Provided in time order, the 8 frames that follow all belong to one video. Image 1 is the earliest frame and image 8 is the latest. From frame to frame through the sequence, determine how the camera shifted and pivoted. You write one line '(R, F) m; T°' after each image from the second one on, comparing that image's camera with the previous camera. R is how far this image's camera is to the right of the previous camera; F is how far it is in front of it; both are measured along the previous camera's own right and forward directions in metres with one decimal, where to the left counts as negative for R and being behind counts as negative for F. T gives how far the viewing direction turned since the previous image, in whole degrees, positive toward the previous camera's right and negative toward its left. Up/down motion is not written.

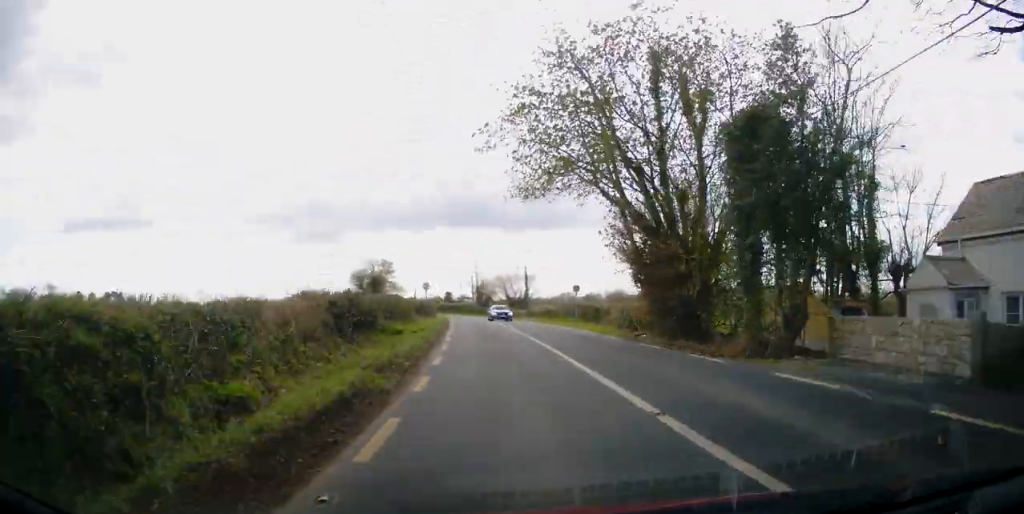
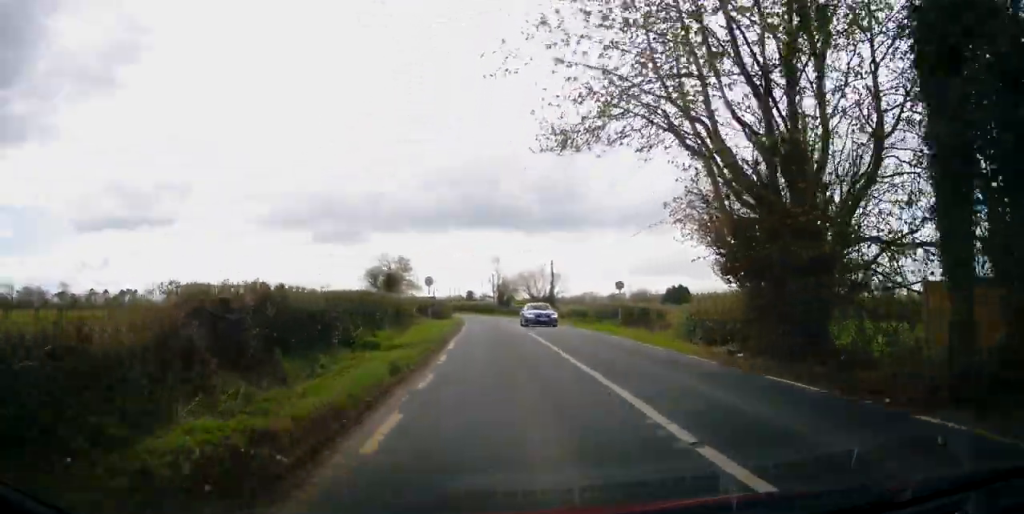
(-0.1, +7.3) m; -2°
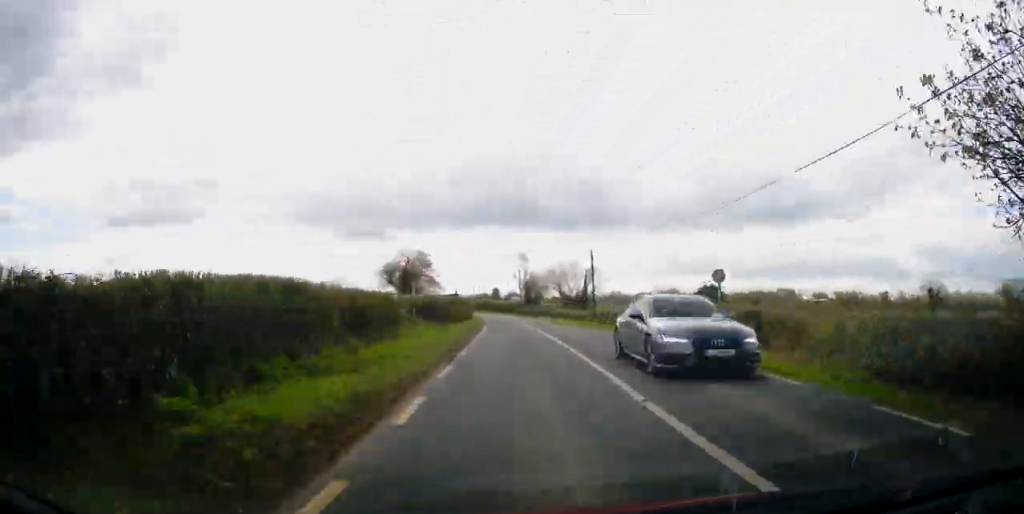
(-0.3, +10.4) m; -2°
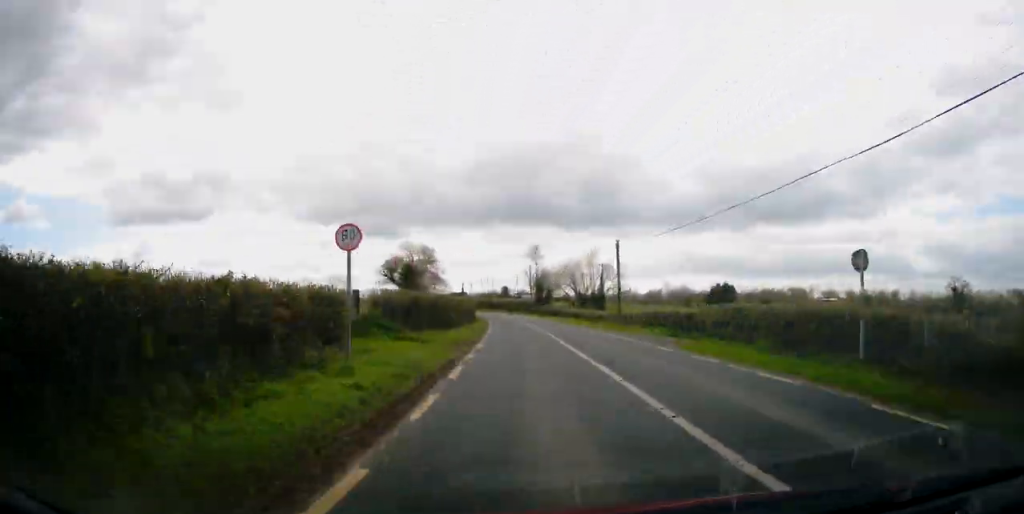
(-0.1, +7.3) m; -1°
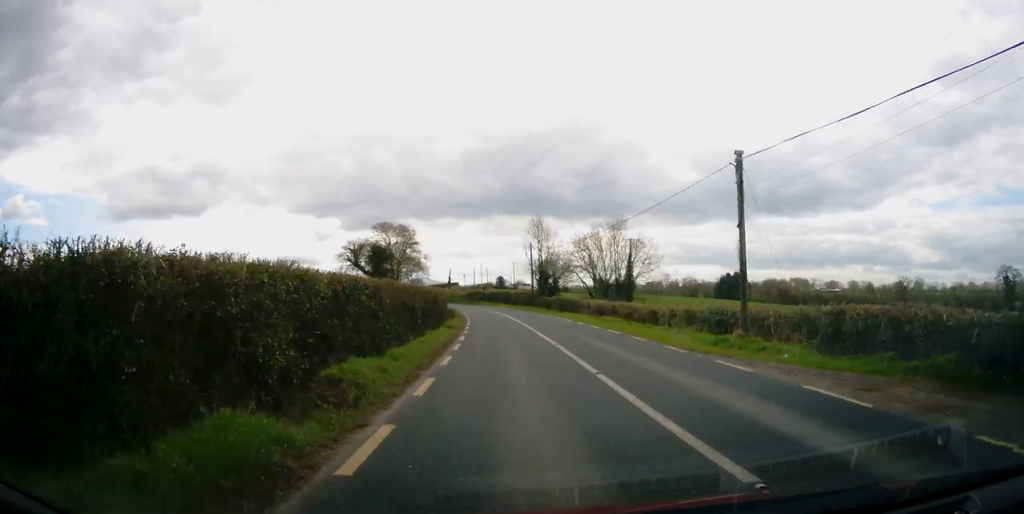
(-0.5, +21.1) m; -2°
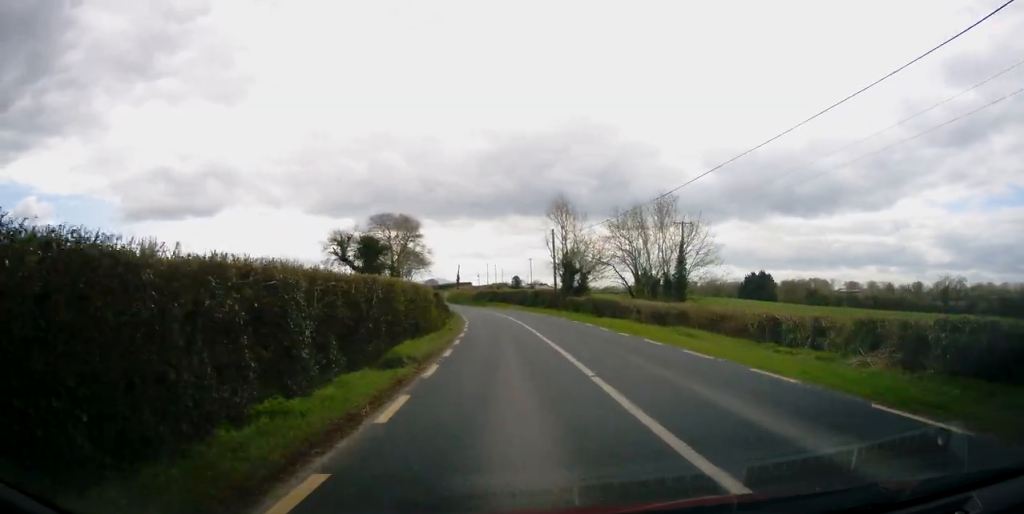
(-0.1, +13.4) m; -1°
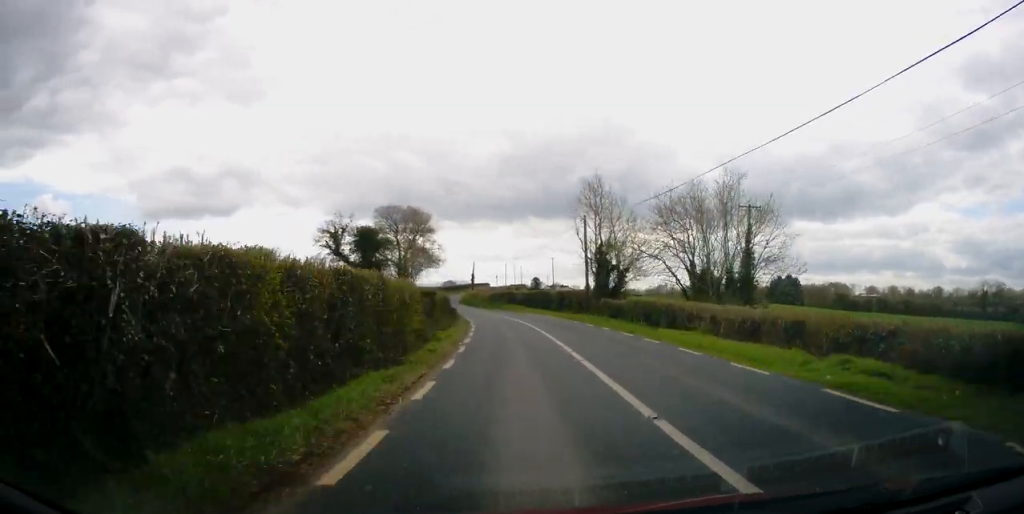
(0.0, +10.0) m; -1°
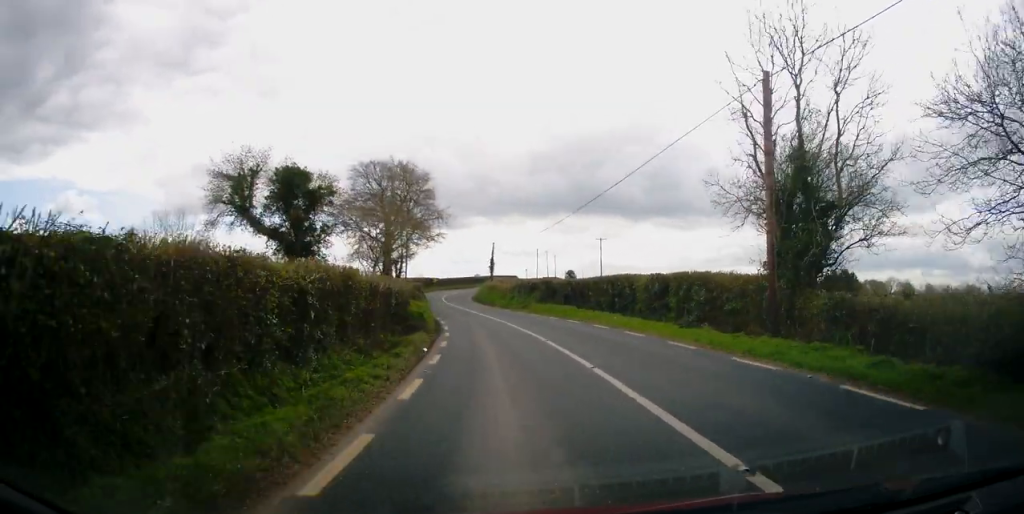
(-0.6, +27.6) m; -4°
